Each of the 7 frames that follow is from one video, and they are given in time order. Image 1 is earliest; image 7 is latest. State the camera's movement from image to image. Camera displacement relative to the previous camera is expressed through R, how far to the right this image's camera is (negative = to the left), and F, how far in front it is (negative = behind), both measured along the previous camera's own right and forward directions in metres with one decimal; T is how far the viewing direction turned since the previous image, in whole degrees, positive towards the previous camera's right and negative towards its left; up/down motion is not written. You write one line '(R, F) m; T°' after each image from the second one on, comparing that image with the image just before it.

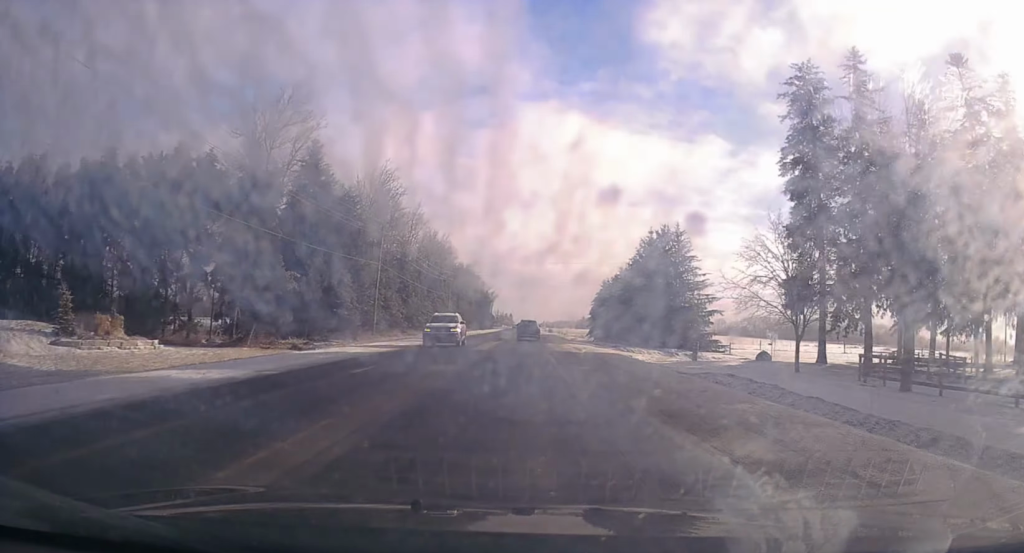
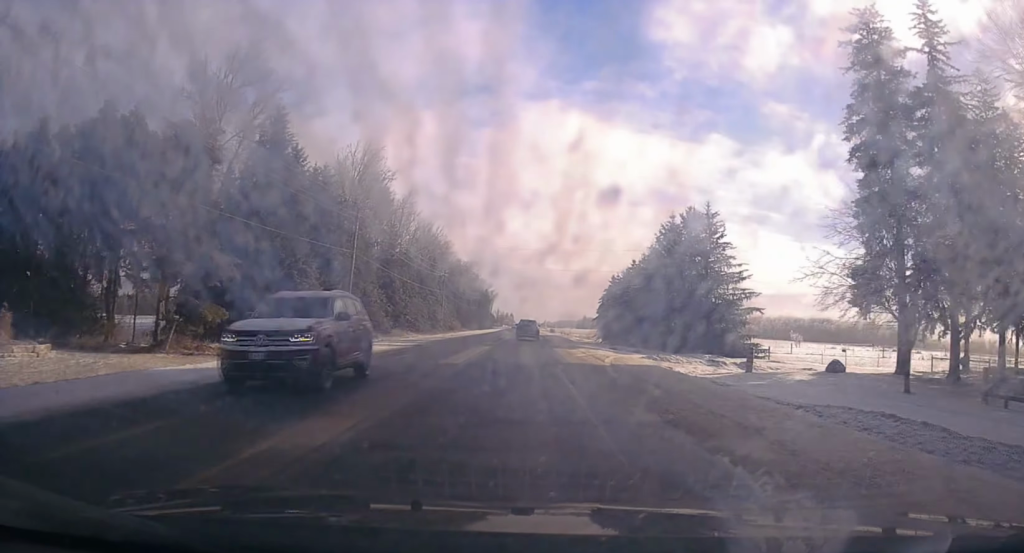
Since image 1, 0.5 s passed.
(+0.1, +11.5) m; 0°
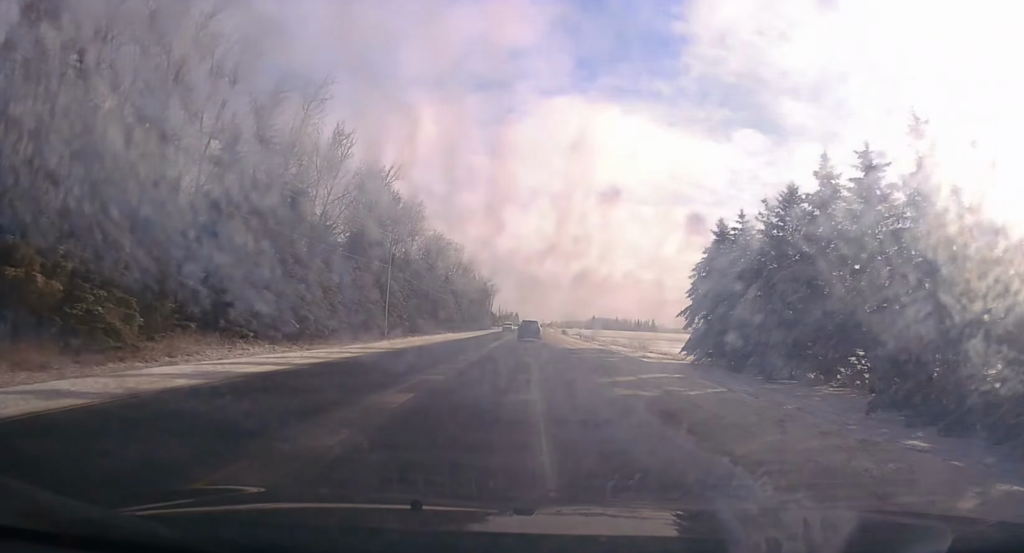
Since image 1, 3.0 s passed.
(-1.8, +54.3) m; -3°
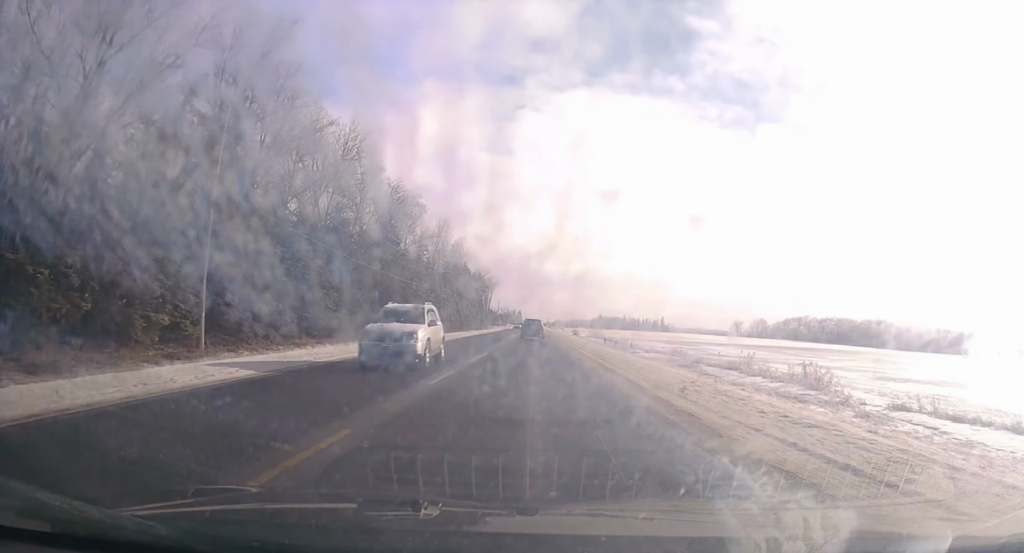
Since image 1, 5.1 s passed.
(+0.8, +44.1) m; +1°
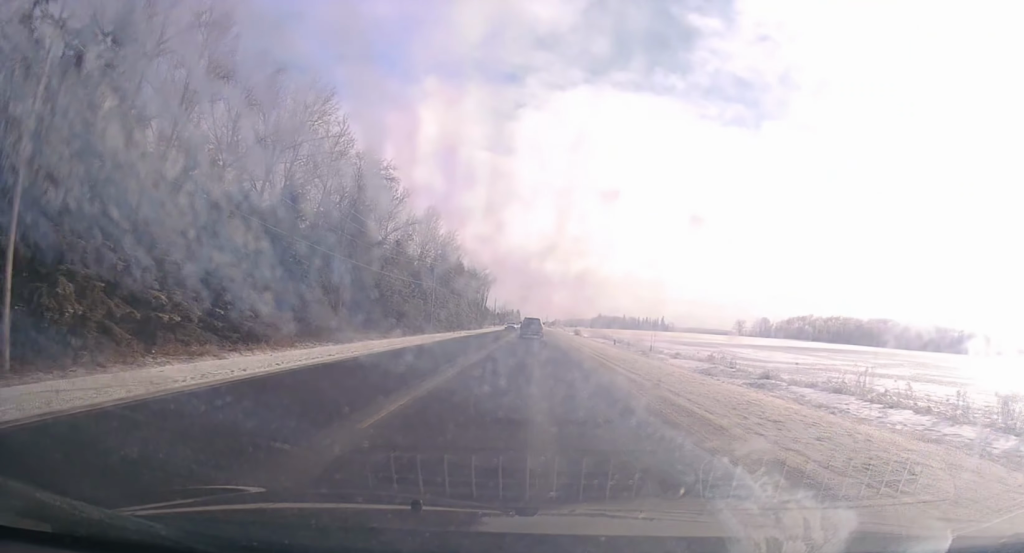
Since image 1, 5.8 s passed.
(-0.3, +13.8) m; -1°
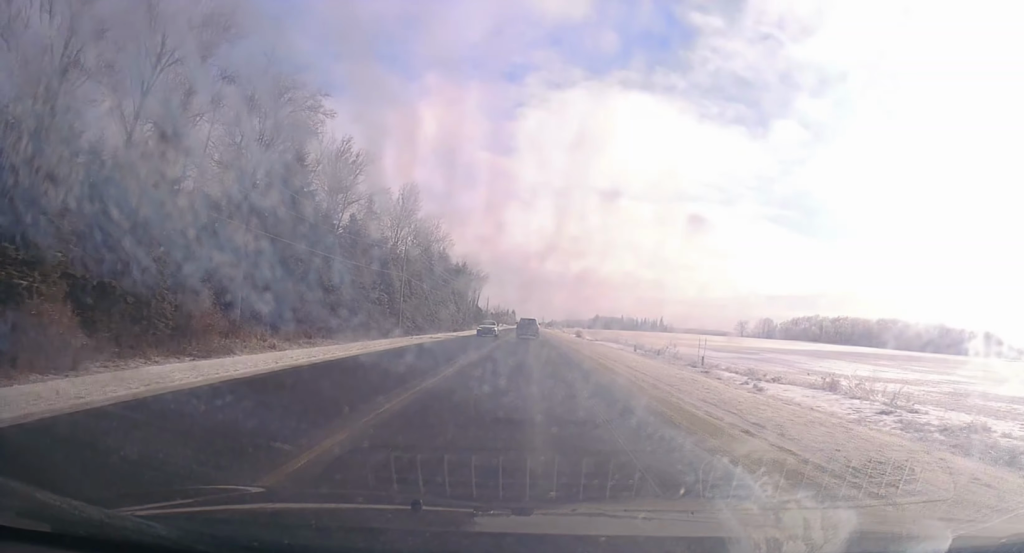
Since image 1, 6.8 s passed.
(-0.2, +21.4) m; 0°
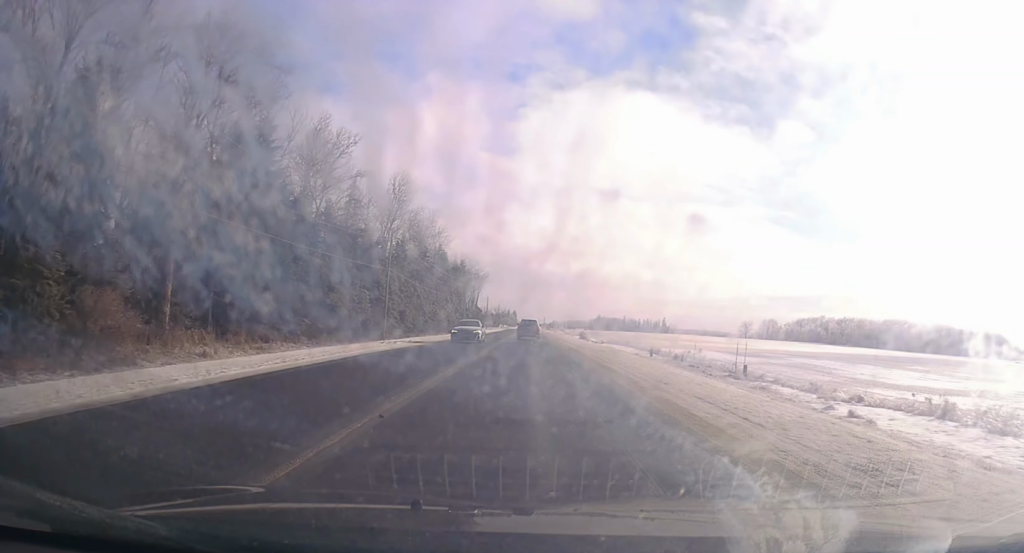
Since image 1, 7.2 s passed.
(-0.1, +9.2) m; +1°
